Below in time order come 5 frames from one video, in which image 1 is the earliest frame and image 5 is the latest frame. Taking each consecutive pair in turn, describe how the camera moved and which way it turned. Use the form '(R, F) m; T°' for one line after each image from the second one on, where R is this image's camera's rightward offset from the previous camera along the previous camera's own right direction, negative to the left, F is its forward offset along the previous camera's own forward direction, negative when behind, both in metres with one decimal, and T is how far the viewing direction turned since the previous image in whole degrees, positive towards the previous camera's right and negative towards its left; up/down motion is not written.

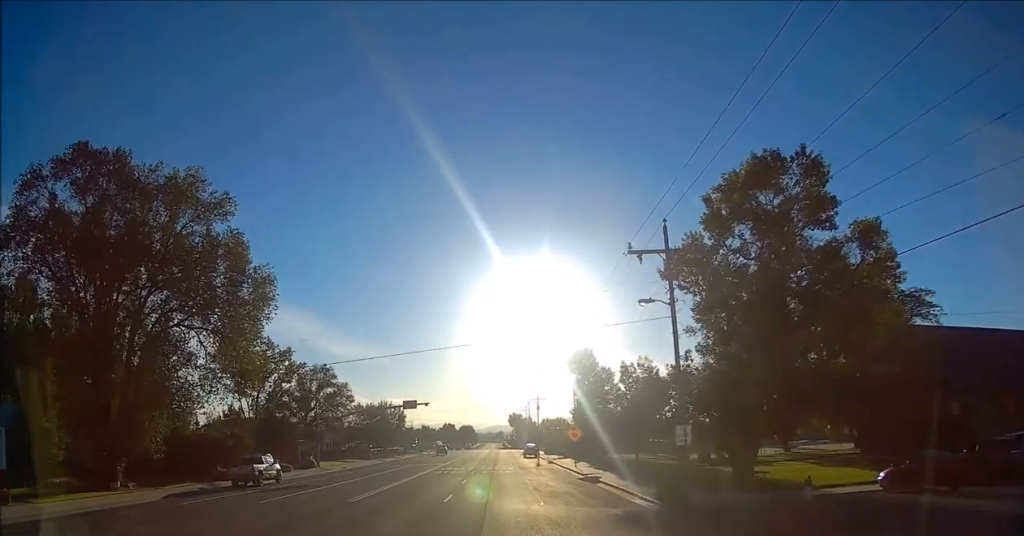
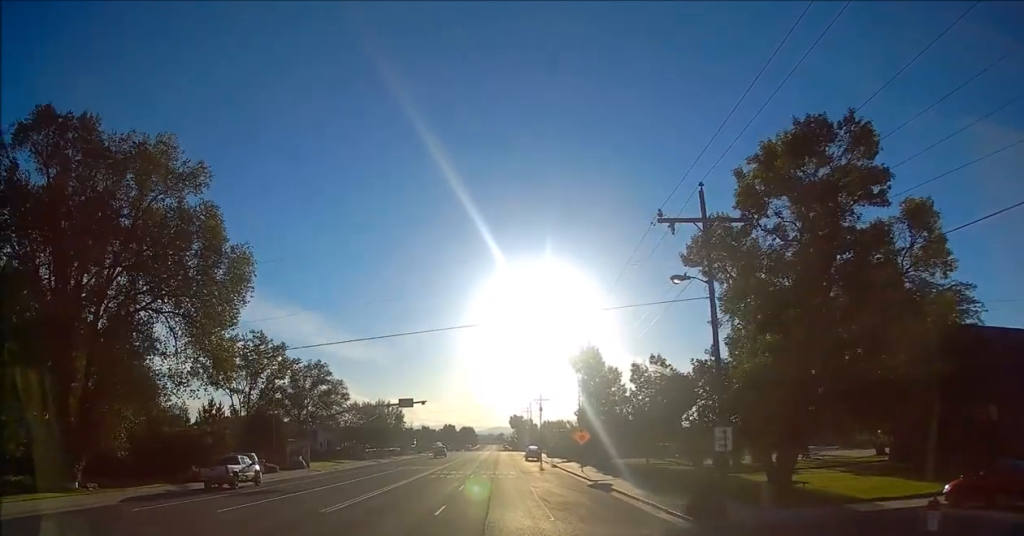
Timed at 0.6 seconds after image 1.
(+0.7, +4.3) m; +4°
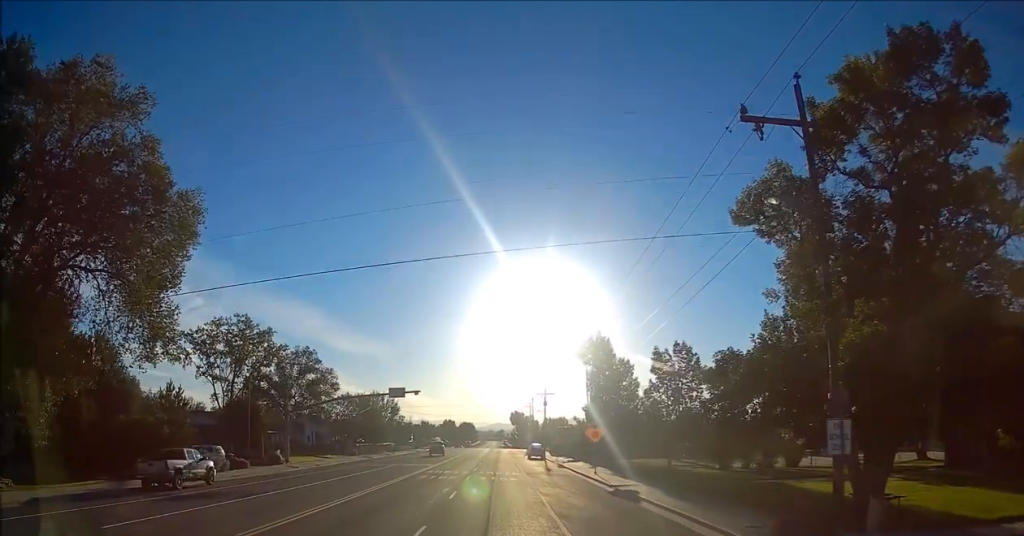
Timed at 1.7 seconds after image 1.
(+0.5, +7.2) m; +4°
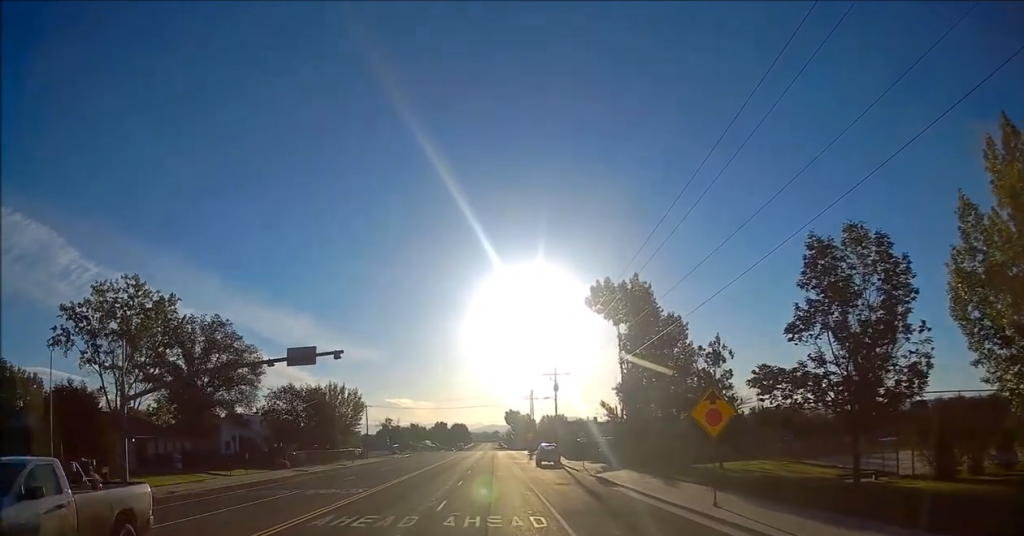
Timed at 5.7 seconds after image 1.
(+1.2, +28.8) m; -5°
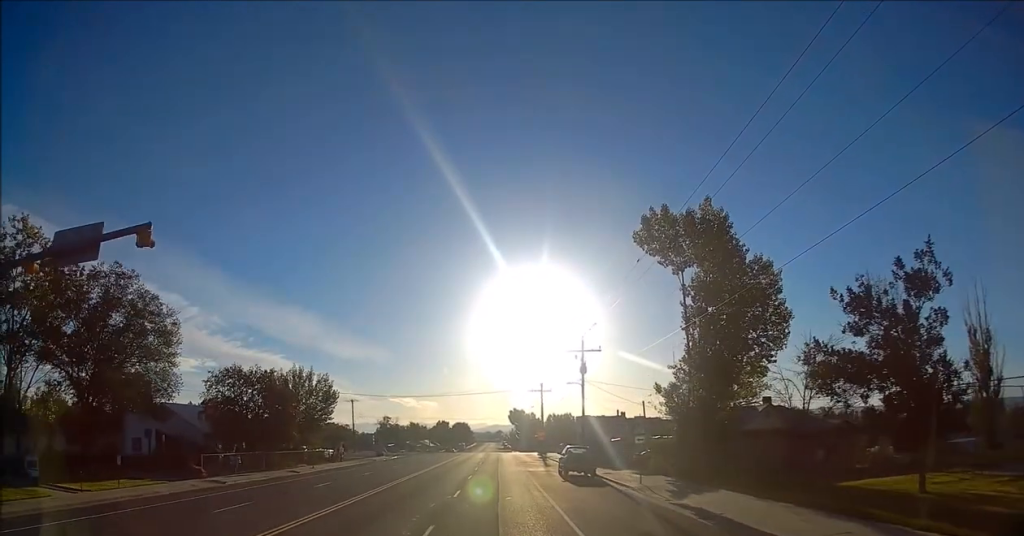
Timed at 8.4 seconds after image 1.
(-0.2, +19.5) m; +1°
